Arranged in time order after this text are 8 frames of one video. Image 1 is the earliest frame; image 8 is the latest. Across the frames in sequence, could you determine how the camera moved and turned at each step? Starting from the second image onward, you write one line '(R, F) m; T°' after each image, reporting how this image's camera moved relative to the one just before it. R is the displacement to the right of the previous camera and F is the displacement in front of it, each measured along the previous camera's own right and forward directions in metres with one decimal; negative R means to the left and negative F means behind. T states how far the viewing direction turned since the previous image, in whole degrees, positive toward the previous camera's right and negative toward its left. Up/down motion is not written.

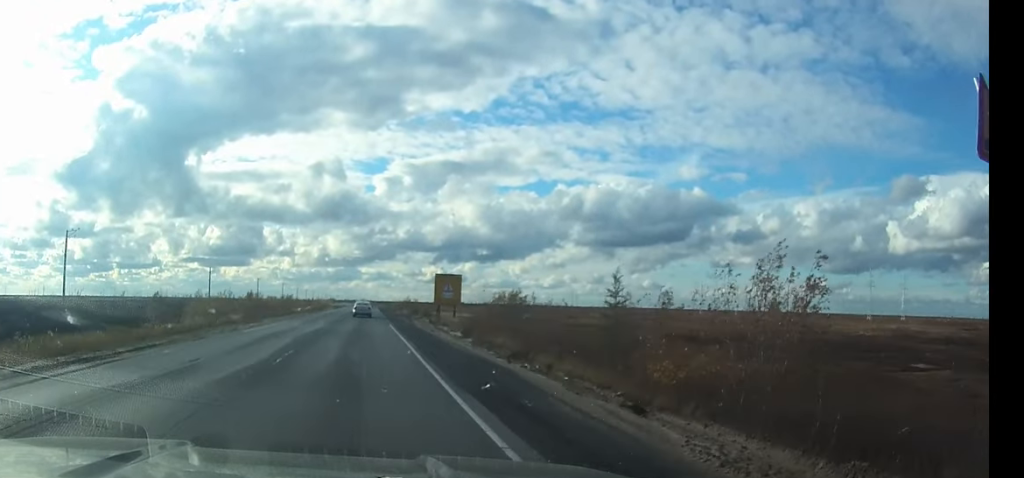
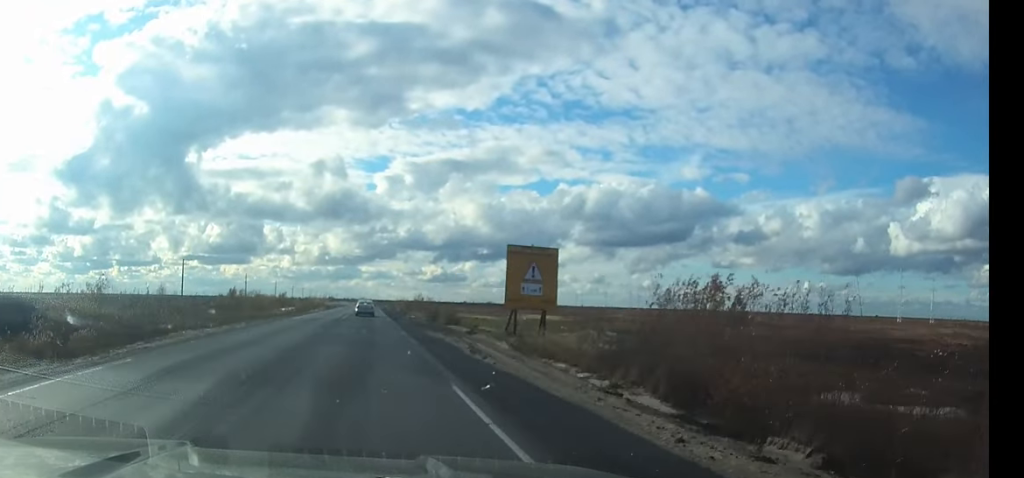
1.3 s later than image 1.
(0.0, +28.0) m; 0°
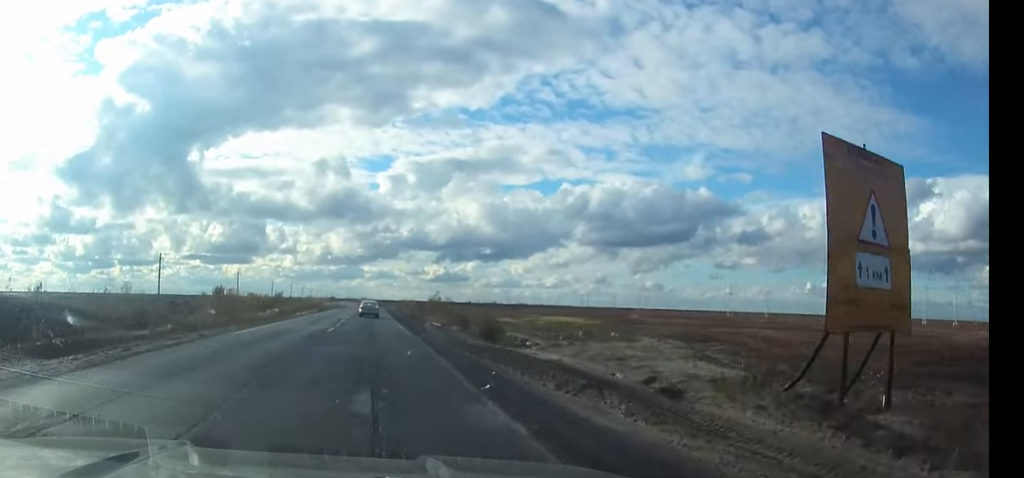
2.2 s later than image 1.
(0.0, +20.1) m; 0°
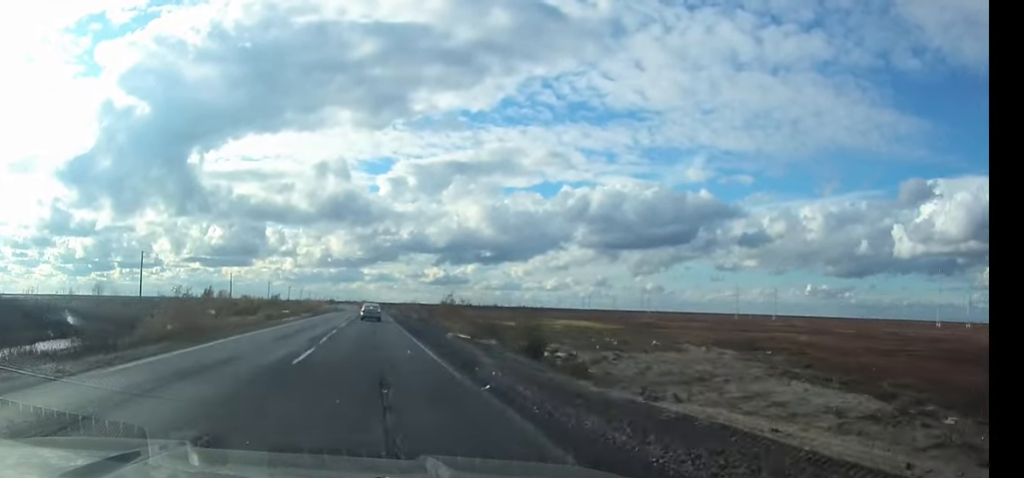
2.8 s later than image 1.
(0.0, +12.1) m; 0°
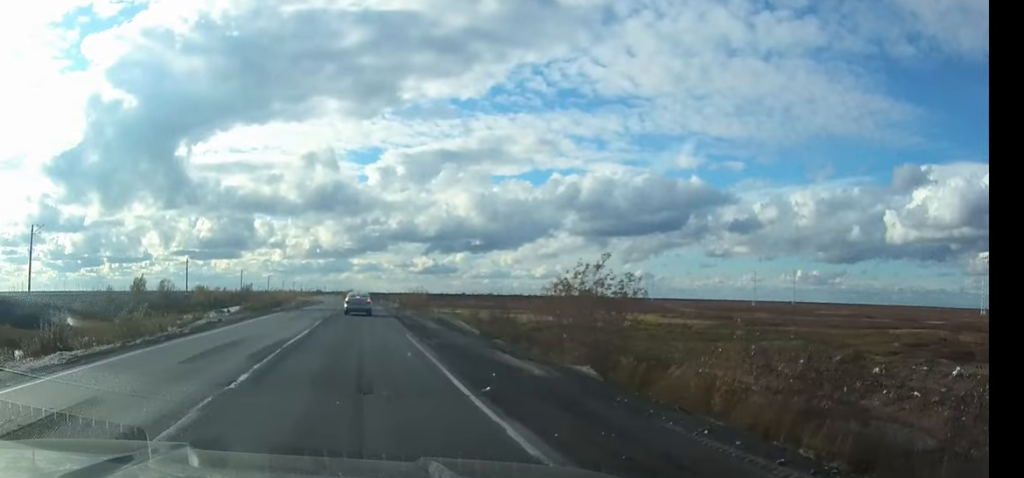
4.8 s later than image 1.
(+0.1, +37.5) m; 0°
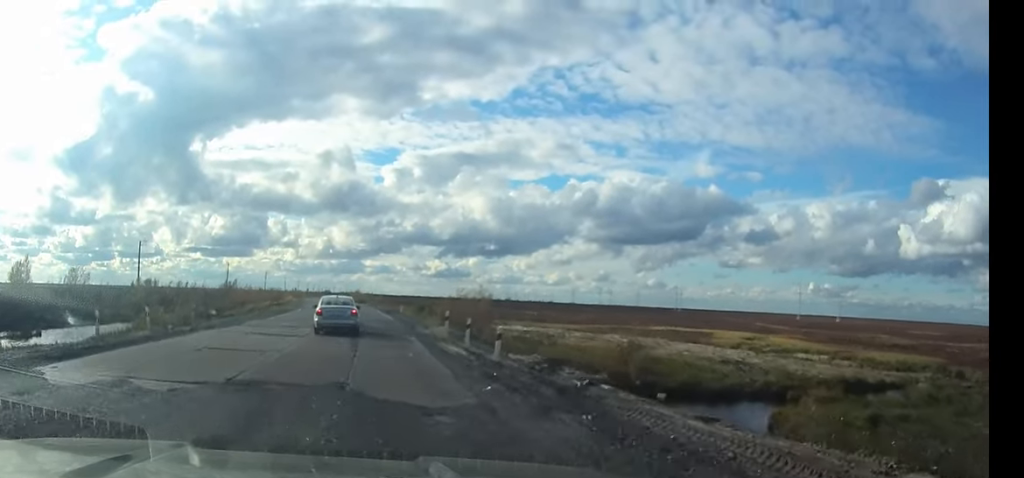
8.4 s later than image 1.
(-0.2, +46.8) m; -2°
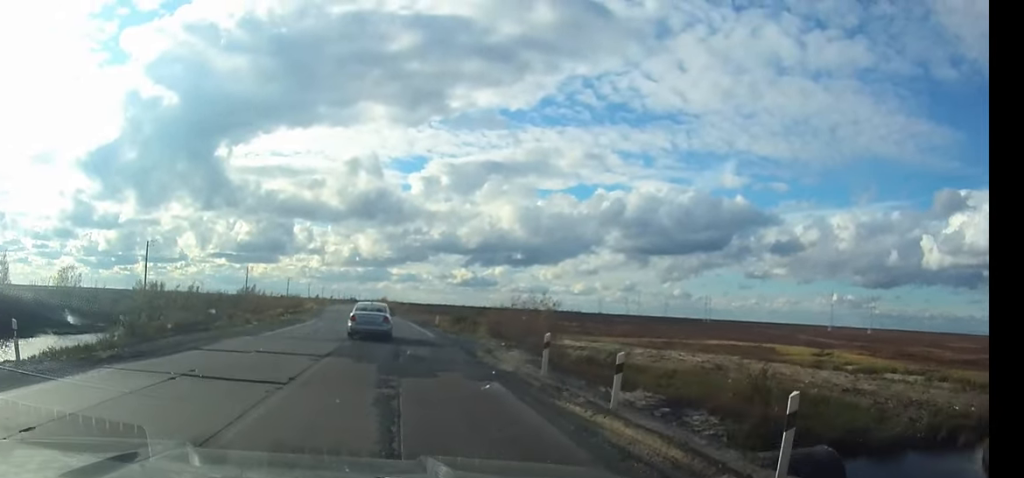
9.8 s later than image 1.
(-0.3, +13.2) m; -2°
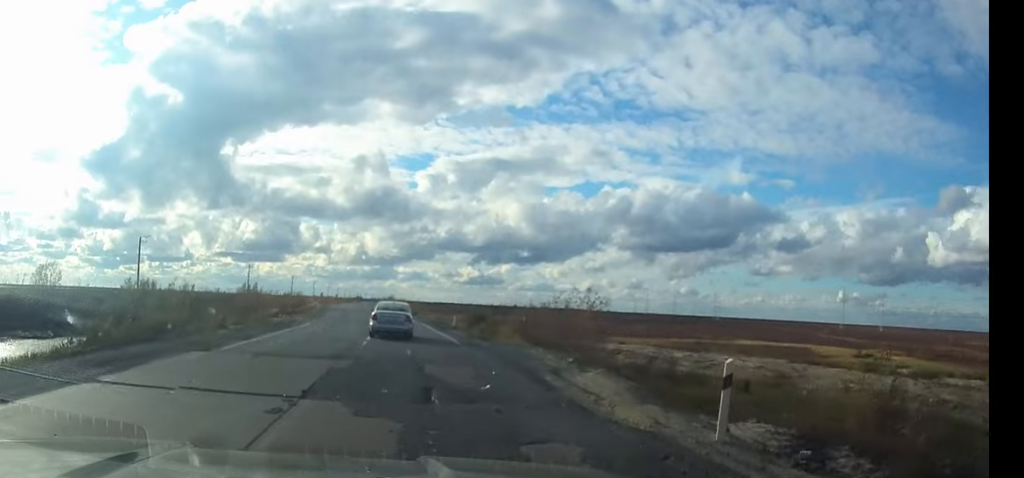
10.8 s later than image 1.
(-0.2, +8.0) m; +1°
